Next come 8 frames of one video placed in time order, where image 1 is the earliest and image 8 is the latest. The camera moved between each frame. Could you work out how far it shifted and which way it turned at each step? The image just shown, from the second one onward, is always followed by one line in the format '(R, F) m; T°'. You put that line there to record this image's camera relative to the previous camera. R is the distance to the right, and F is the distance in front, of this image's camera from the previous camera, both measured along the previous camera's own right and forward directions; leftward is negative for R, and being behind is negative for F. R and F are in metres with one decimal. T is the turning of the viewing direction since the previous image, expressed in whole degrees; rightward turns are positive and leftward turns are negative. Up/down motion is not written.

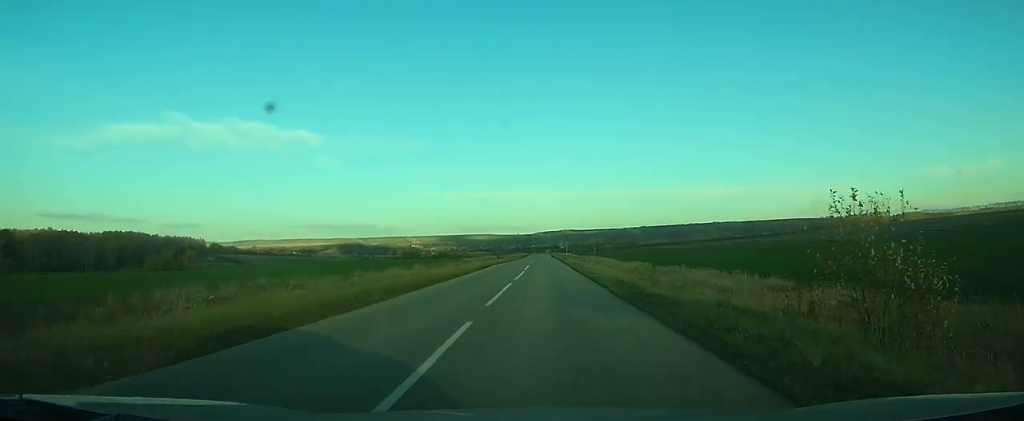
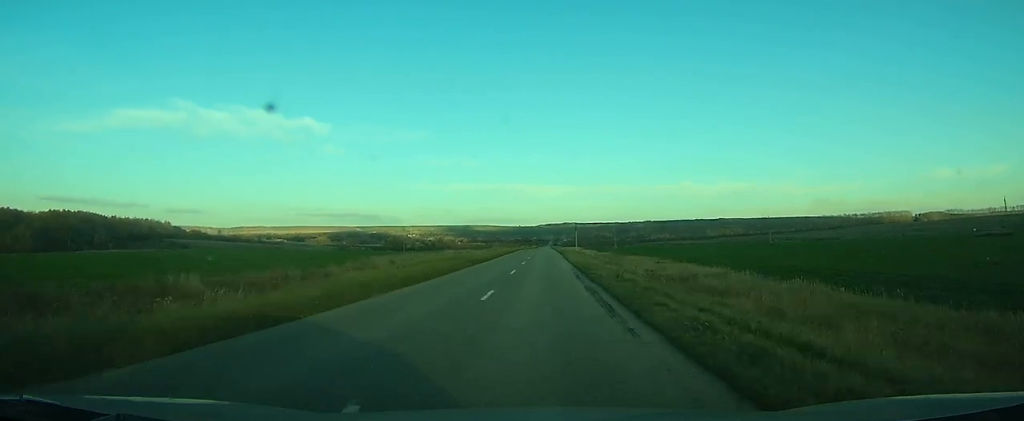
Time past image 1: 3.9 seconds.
(+0.1, +88.5) m; 0°
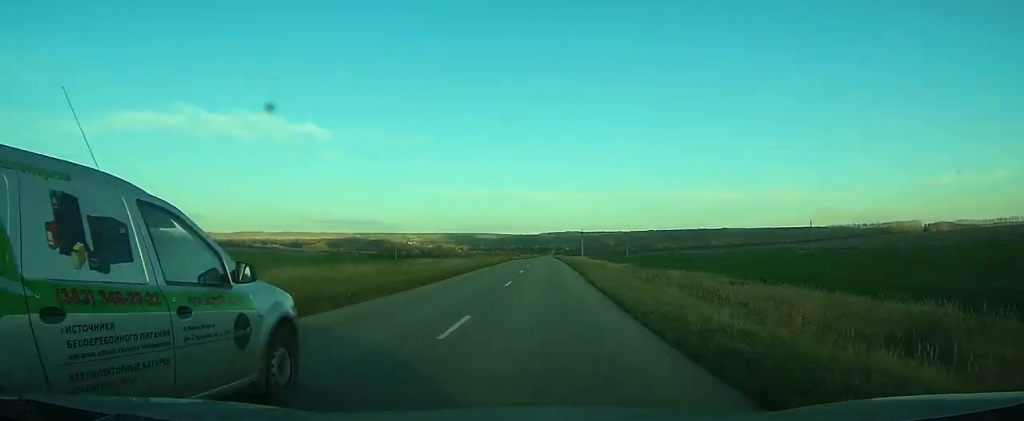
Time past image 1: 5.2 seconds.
(0.0, +30.5) m; 0°
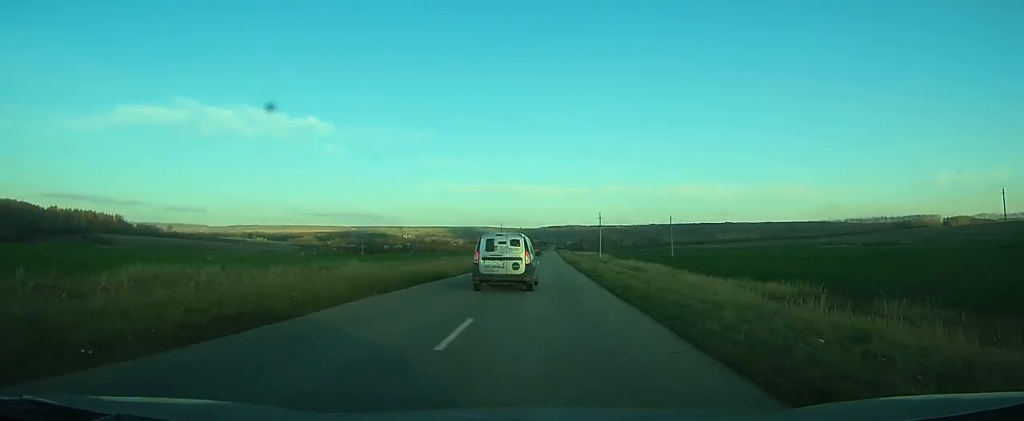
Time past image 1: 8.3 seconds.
(+0.1, +74.6) m; 0°
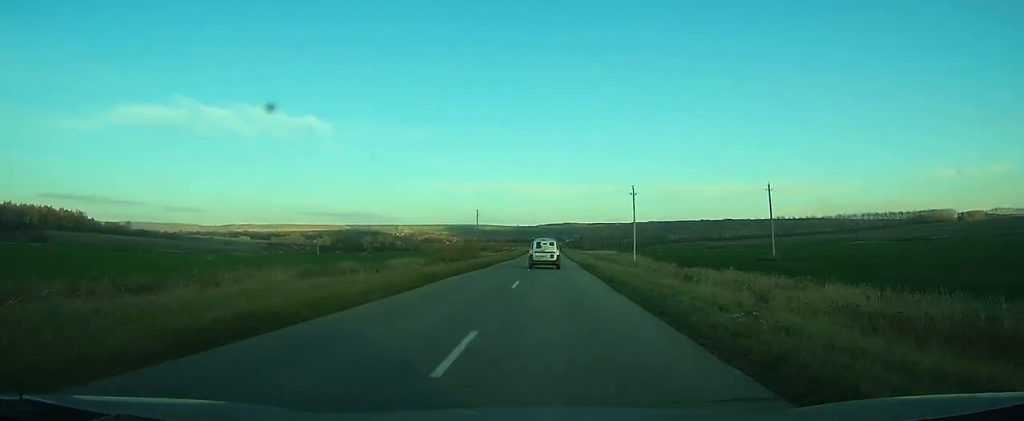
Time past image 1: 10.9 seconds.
(0.0, +59.4) m; 0°
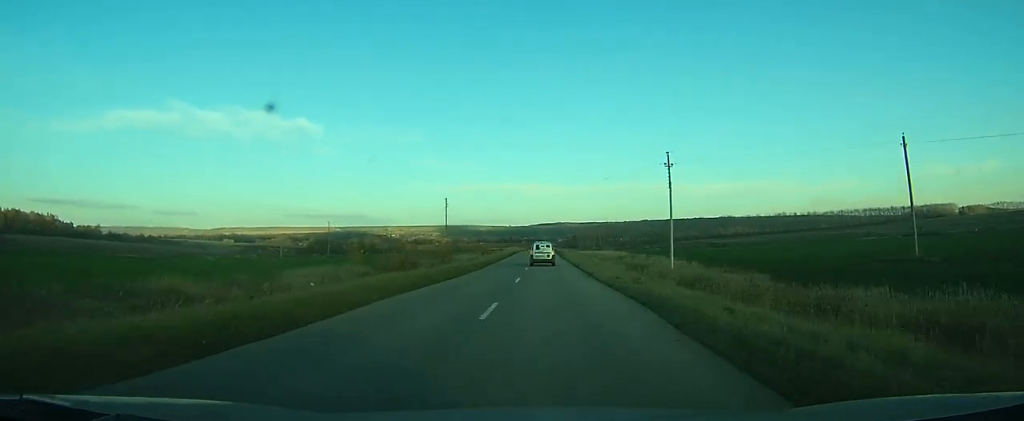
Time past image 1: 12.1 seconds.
(0.0, +30.2) m; 0°
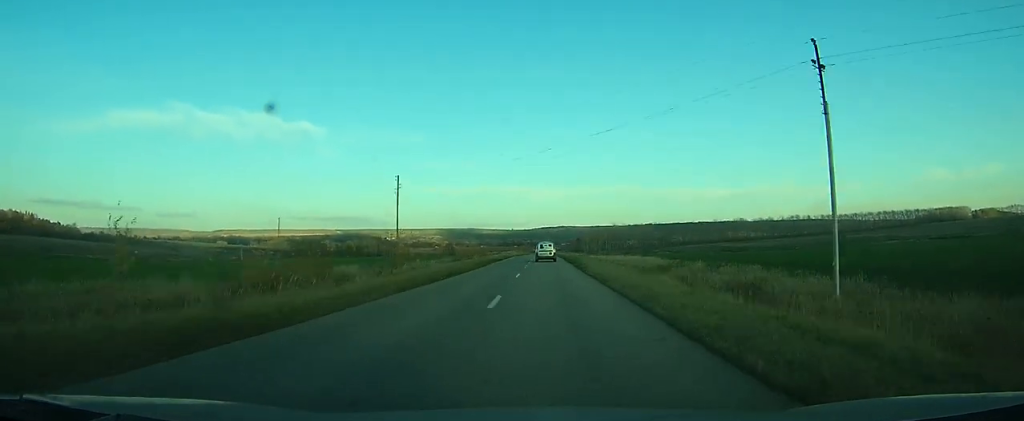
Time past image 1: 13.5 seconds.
(0.0, +35.4) m; 0°
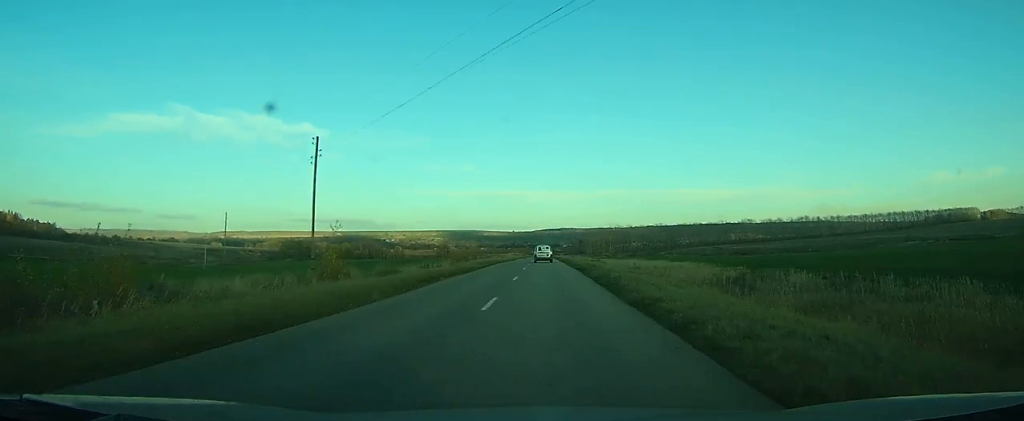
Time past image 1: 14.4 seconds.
(0.0, +24.9) m; 0°
